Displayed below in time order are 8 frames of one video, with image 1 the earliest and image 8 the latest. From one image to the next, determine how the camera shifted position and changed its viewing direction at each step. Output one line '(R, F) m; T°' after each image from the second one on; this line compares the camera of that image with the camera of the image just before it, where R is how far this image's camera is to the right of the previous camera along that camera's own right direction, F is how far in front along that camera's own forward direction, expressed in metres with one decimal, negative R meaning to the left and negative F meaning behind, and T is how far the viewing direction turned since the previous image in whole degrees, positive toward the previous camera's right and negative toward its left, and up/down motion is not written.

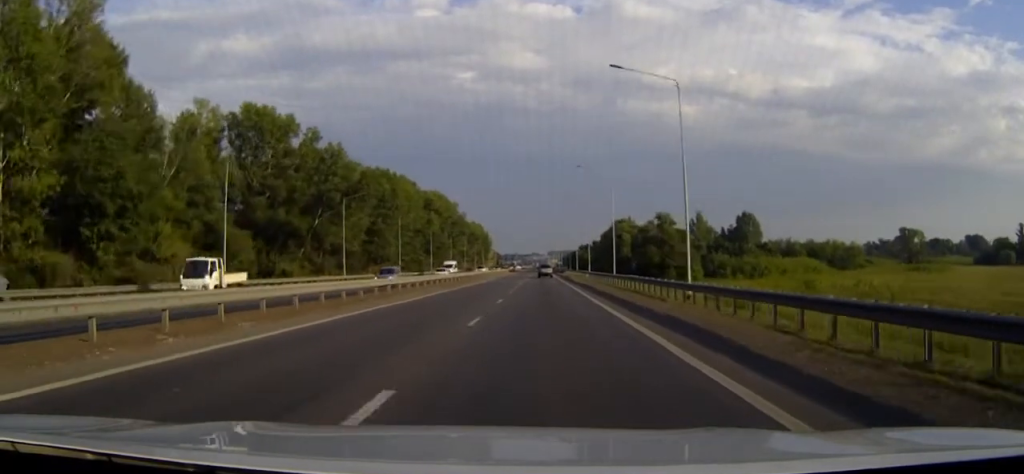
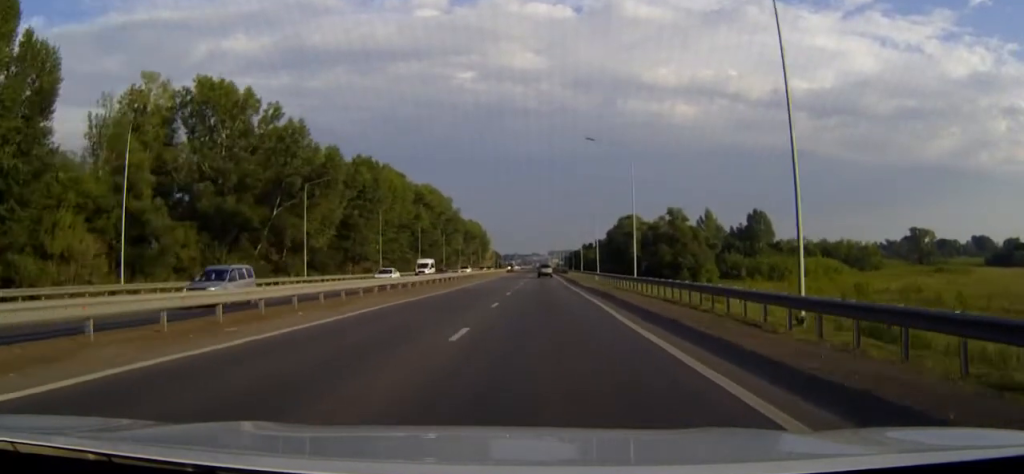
(0.0, +15.1) m; 0°
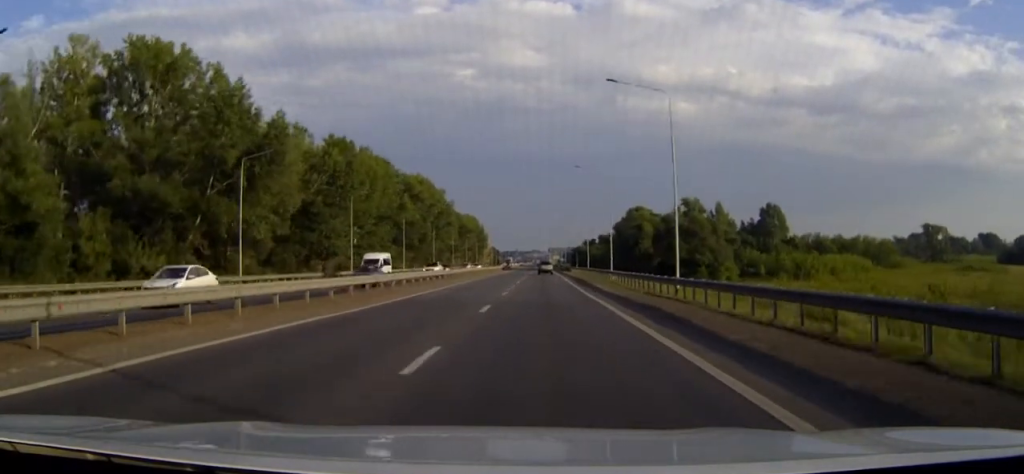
(0.0, +16.6) m; 0°
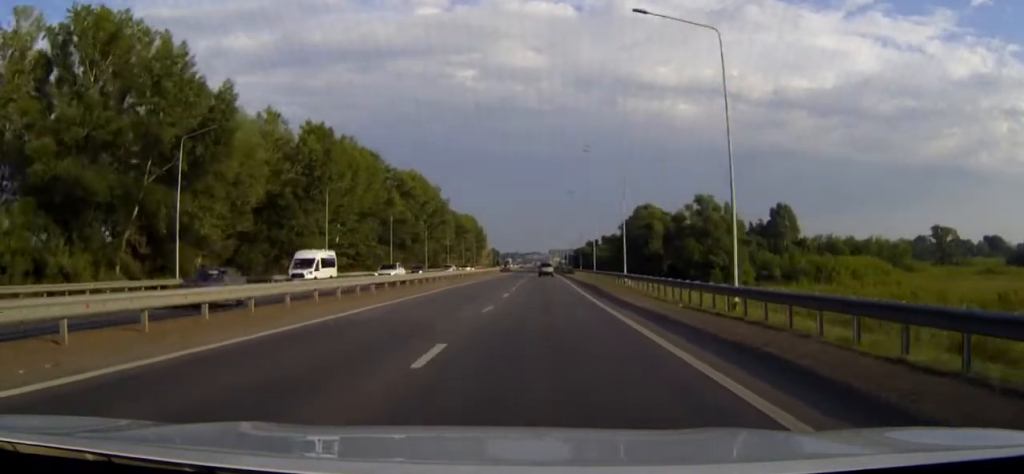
(0.0, +11.1) m; 0°
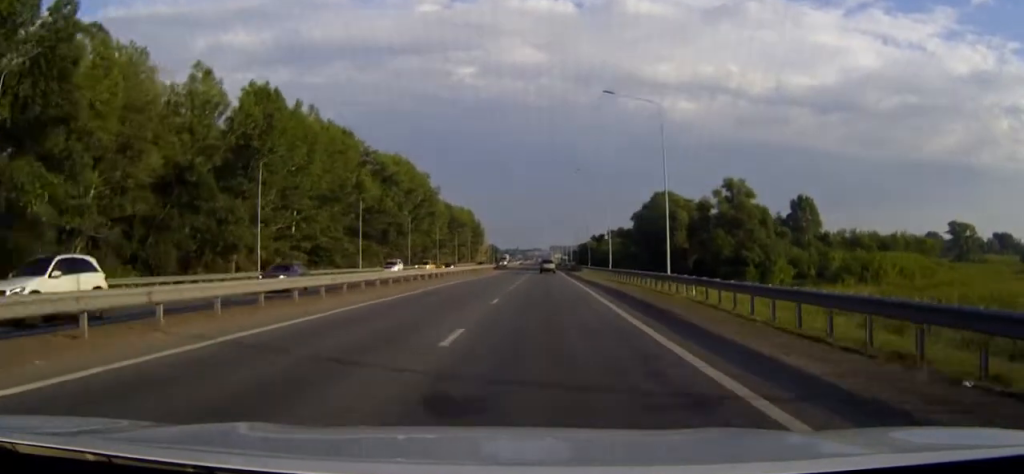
(0.0, +20.3) m; 0°
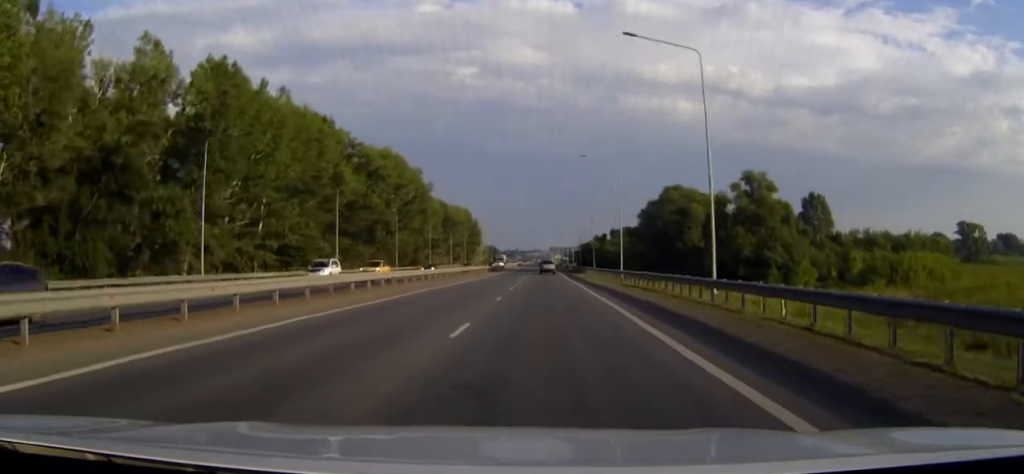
(0.0, +10.9) m; 0°
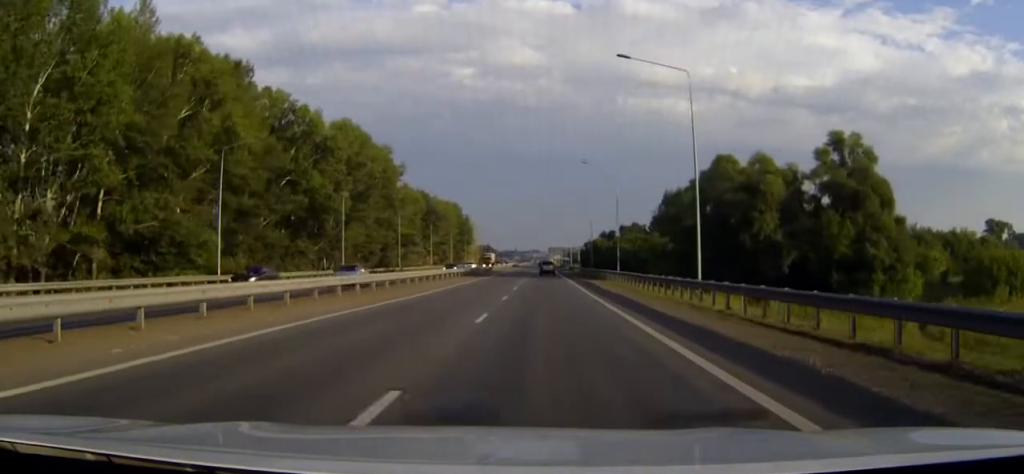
(+0.2, +32.0) m; 0°
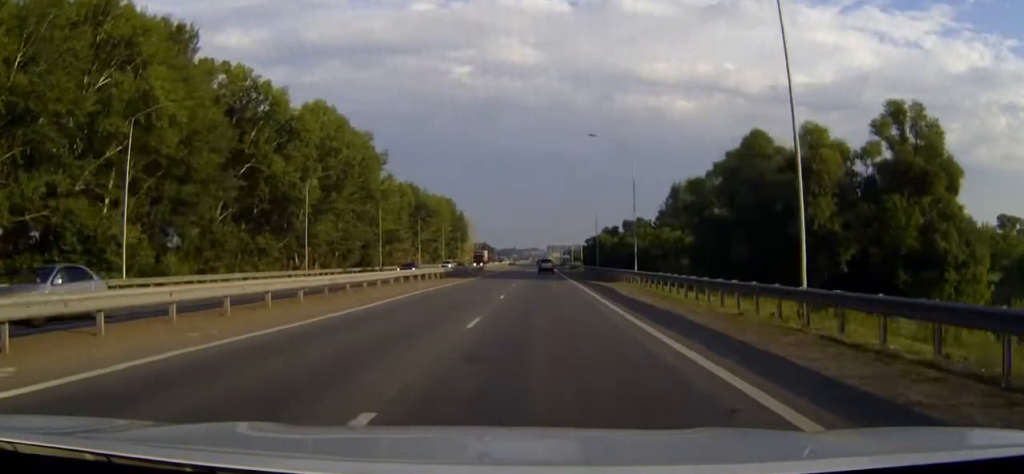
(+0.1, +13.5) m; 0°
